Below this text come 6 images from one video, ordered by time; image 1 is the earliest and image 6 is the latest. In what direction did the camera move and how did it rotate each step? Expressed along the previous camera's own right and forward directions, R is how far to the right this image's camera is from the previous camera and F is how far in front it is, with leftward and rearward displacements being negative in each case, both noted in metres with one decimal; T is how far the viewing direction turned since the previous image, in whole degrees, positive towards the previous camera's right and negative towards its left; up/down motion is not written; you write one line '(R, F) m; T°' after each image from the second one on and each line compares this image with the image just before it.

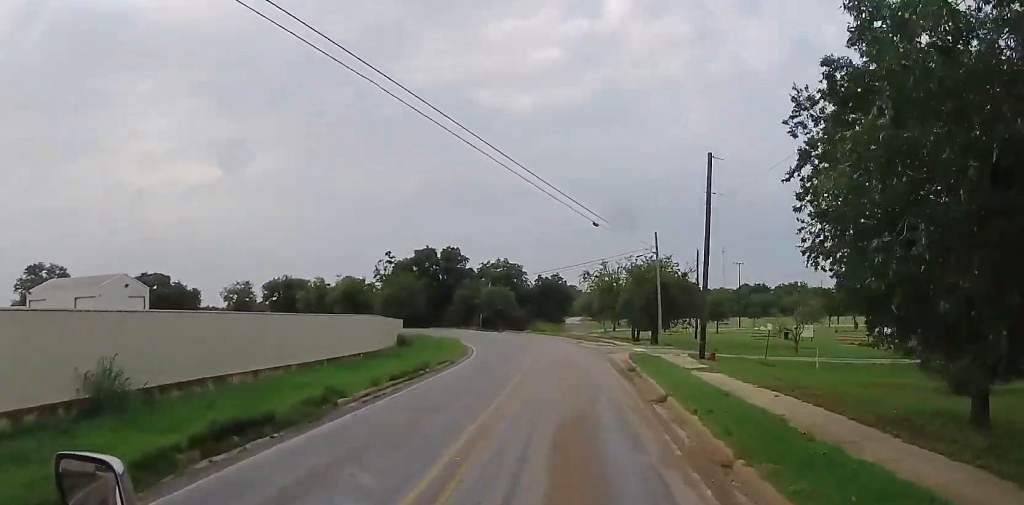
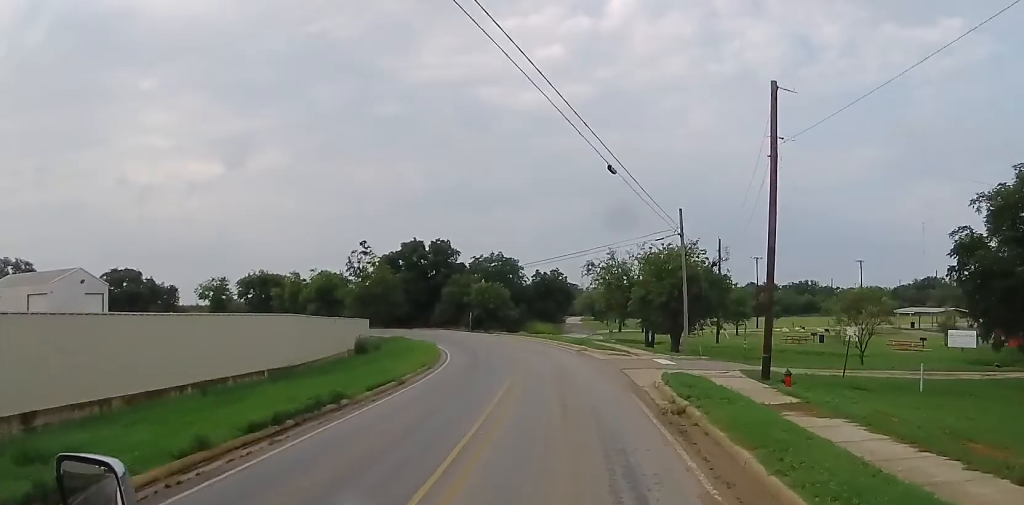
(+0.2, +11.2) m; +1°
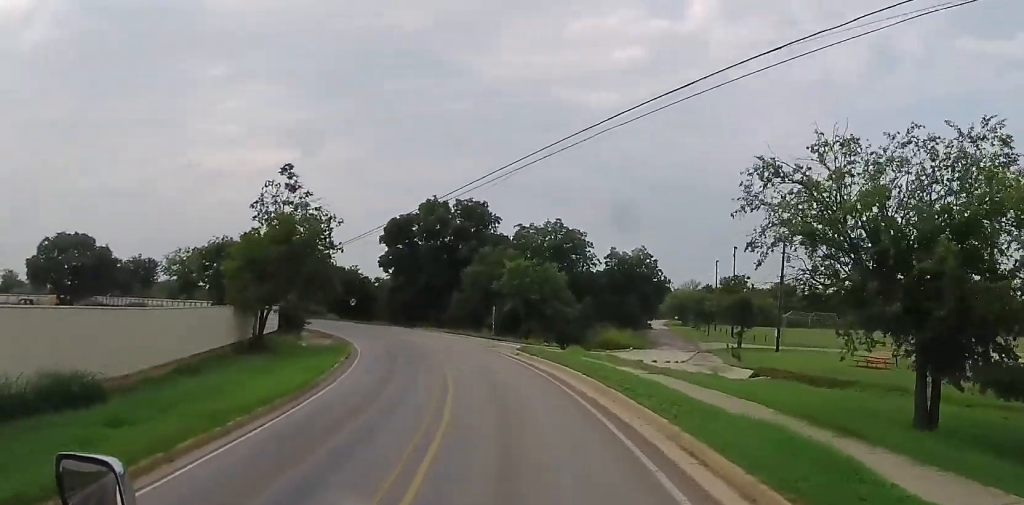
(-1.9, +35.7) m; -8°
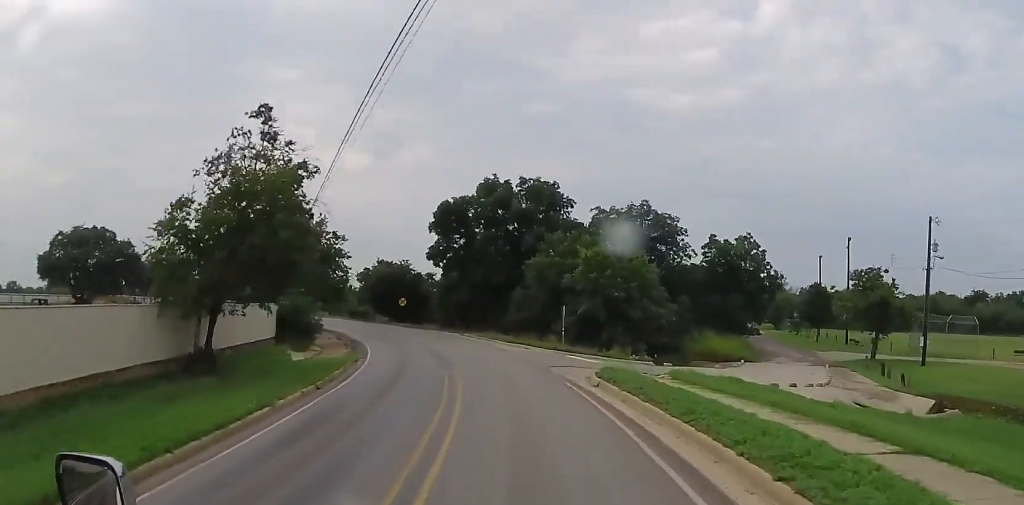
(-0.2, +13.0) m; -6°
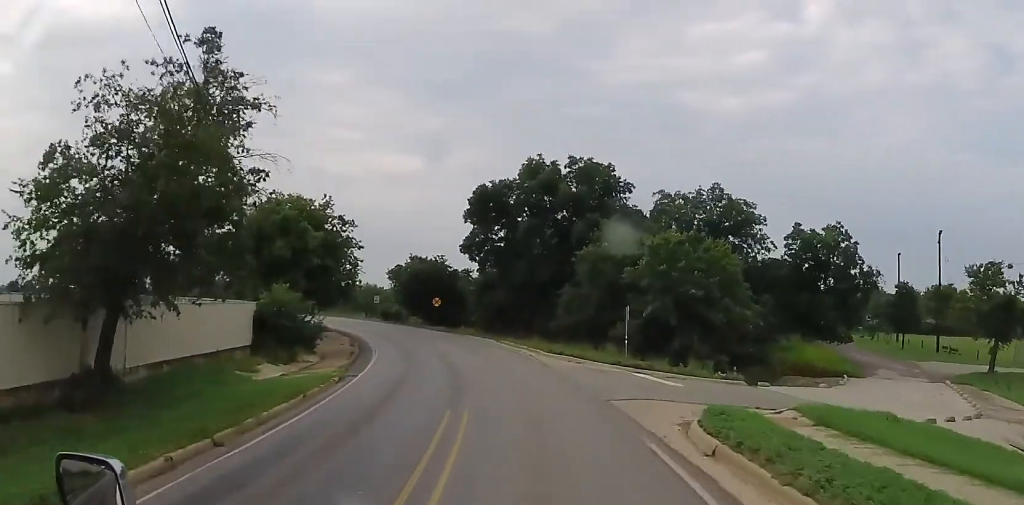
(-0.5, +9.0) m; -5°
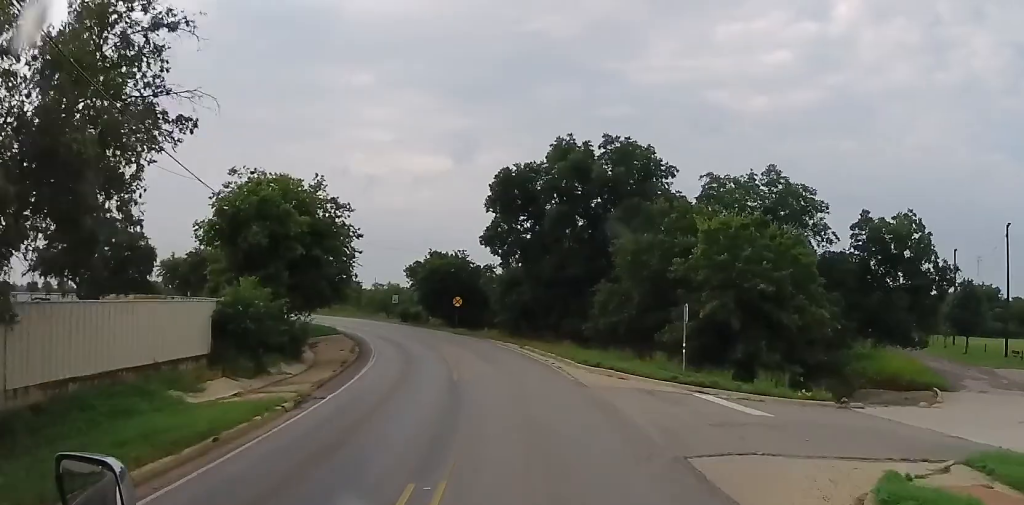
(-0.5, +6.3) m; -4°
